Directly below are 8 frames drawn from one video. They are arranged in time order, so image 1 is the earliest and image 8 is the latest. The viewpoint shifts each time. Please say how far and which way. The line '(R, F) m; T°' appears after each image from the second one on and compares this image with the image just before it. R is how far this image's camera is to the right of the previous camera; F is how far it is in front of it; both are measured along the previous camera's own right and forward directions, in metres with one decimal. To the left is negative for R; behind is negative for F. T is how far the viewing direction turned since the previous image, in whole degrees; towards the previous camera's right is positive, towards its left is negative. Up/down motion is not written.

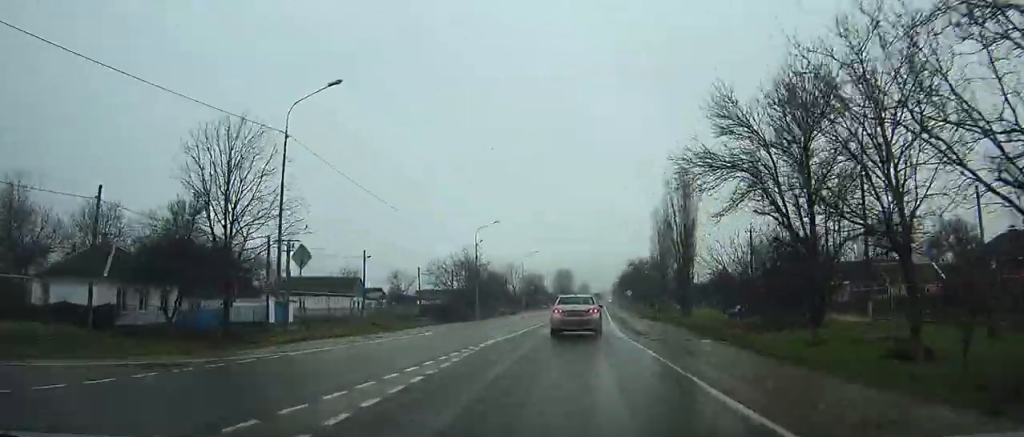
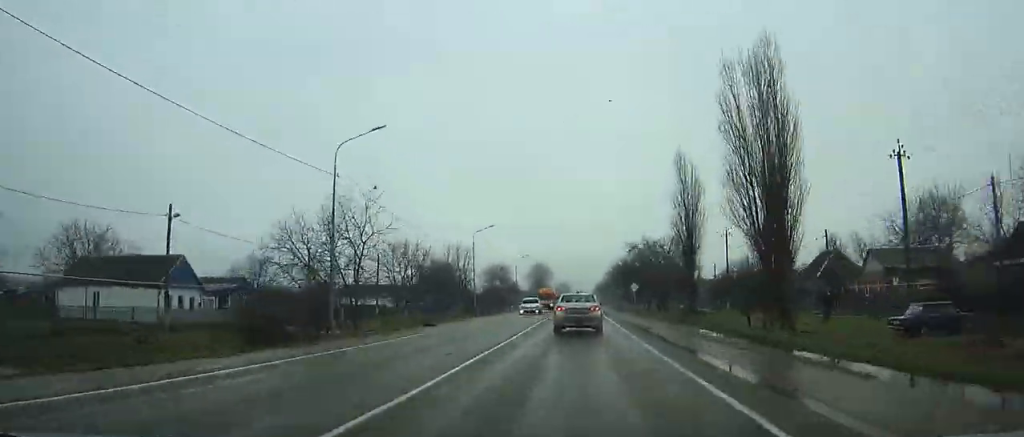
(+0.8, +34.5) m; +2°
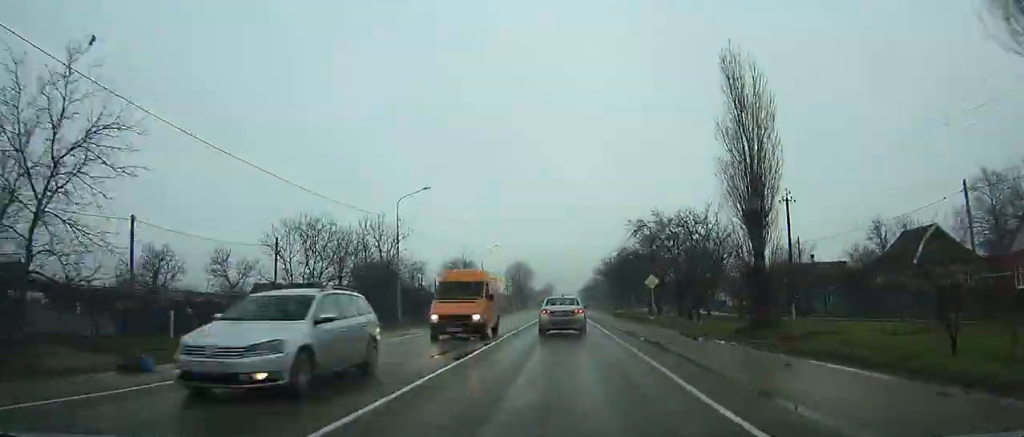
(+0.5, +24.7) m; +1°
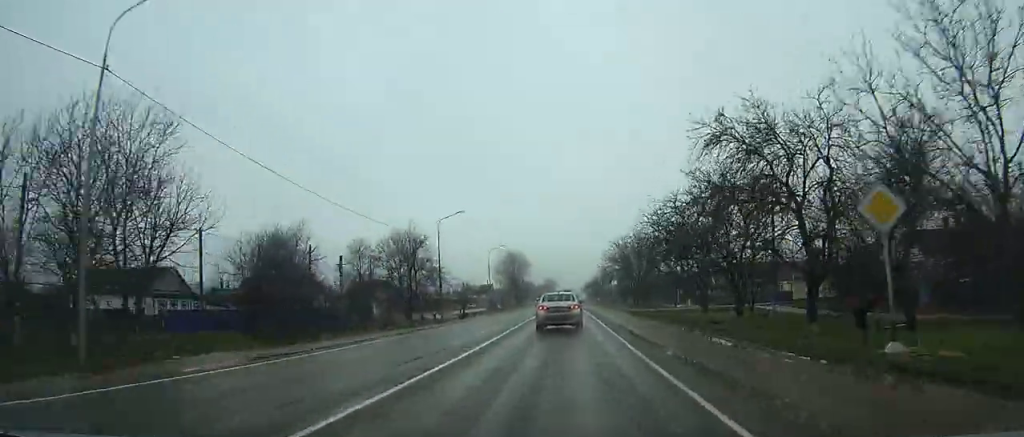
(+0.2, +29.5) m; -1°
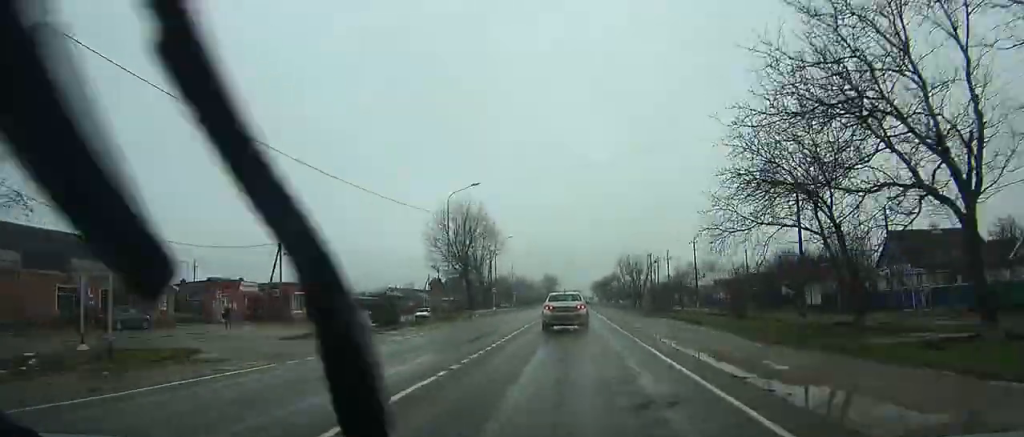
(-2.3, +76.5) m; +2°
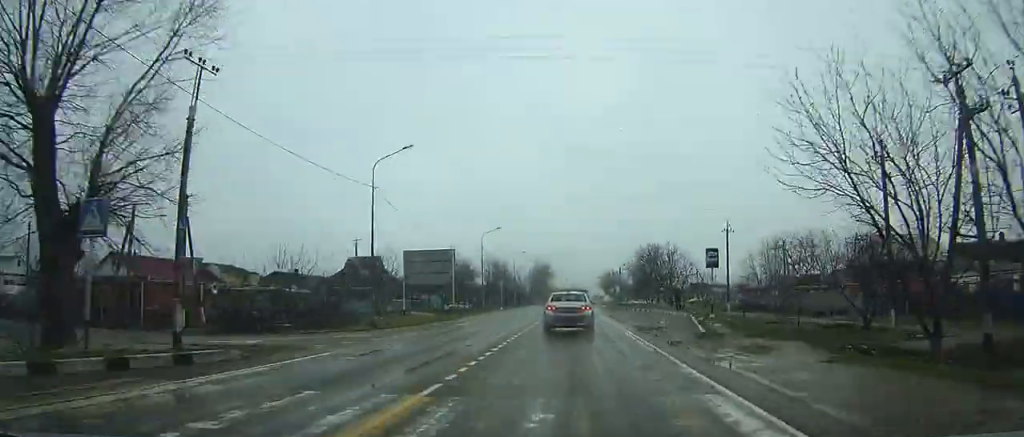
(+4.4, +78.2) m; -3°
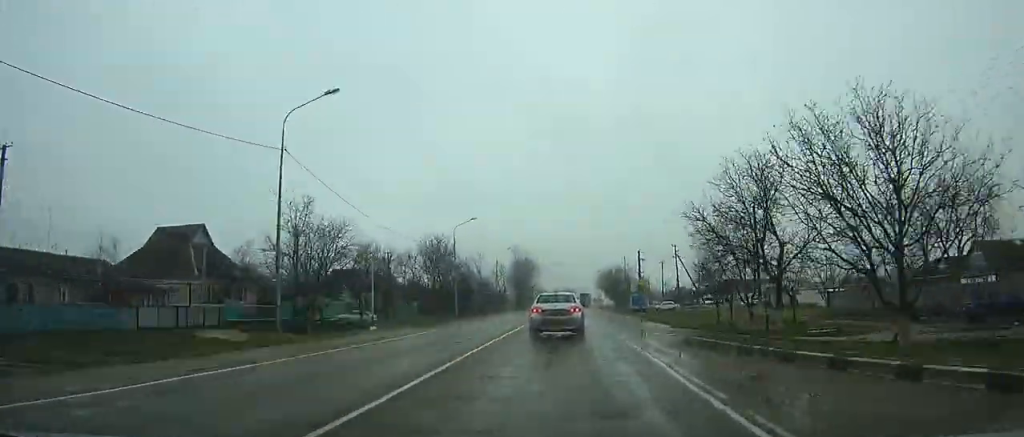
(-3.9, +48.2) m; +2°
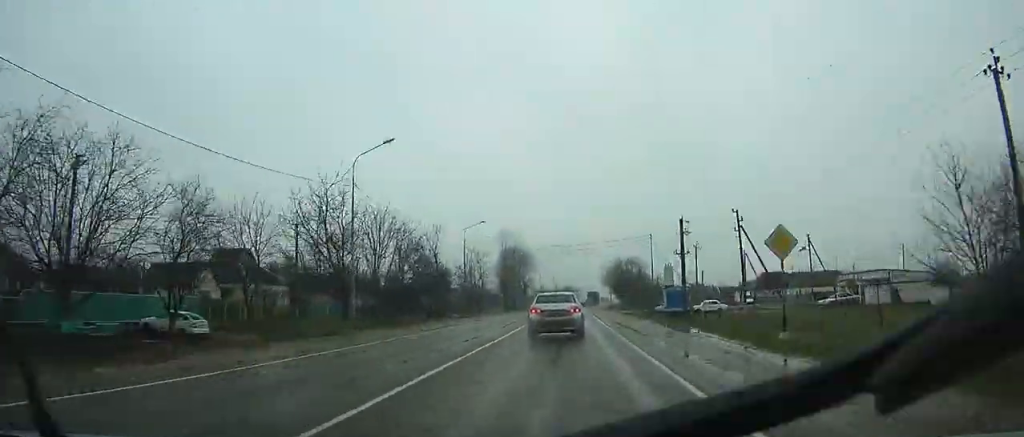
(+1.5, +30.4) m; +3°
